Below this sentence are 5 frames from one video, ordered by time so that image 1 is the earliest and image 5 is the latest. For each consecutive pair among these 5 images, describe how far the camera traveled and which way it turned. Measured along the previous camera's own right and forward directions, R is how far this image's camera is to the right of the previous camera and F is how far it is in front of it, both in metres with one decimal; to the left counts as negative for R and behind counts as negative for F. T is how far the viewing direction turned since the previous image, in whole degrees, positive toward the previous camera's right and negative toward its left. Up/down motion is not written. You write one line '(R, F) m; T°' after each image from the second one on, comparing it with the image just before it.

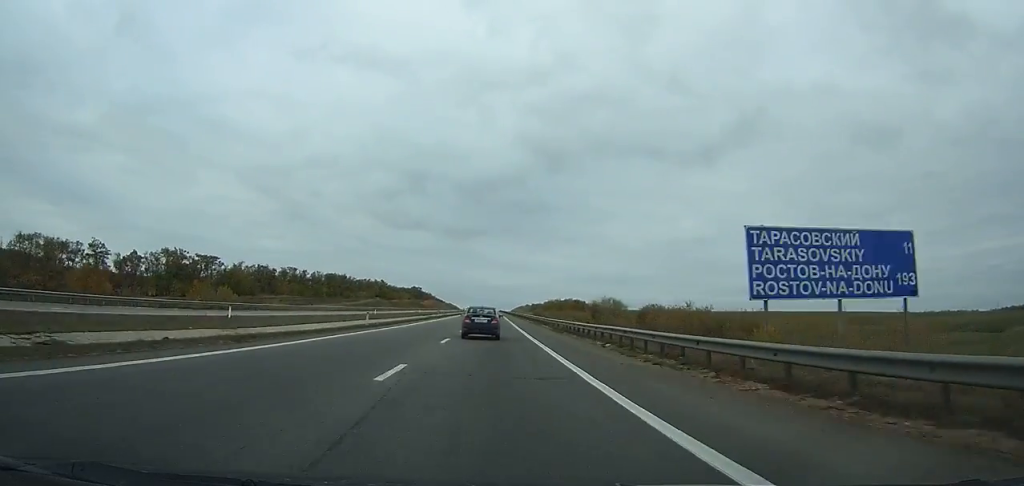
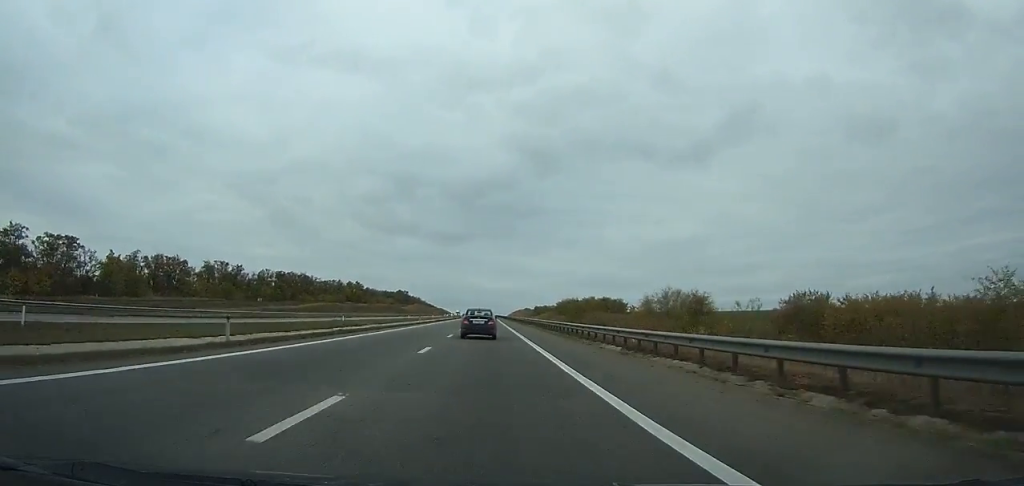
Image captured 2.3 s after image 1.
(+0.1, +63.7) m; 0°
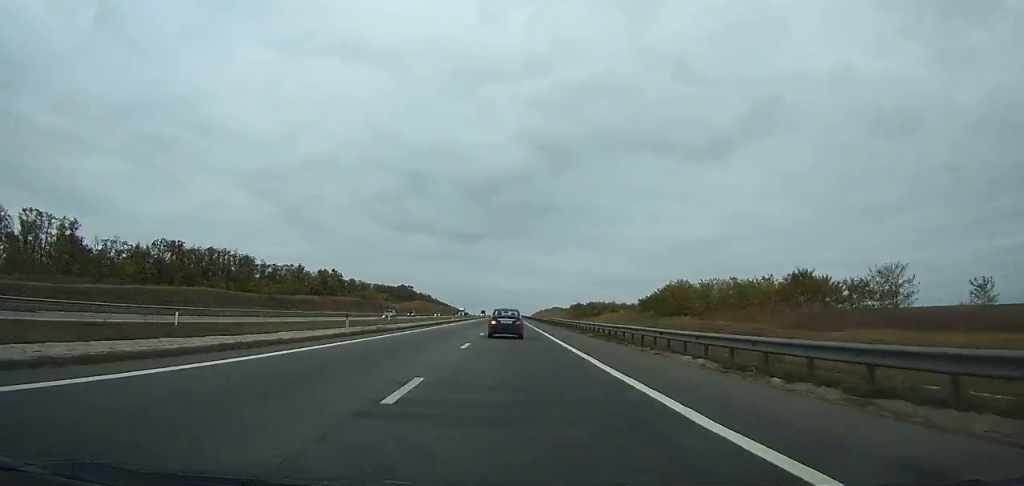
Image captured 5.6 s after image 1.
(-0.5, +92.9) m; -1°
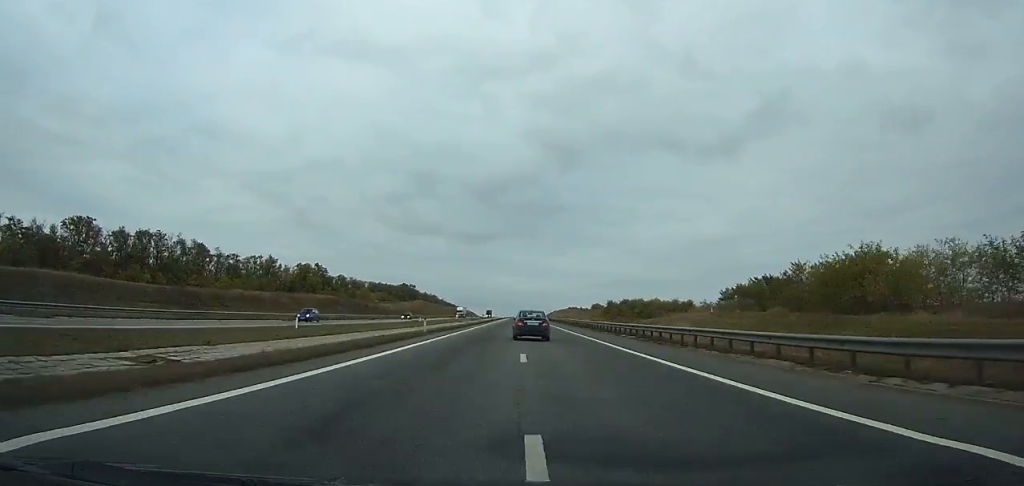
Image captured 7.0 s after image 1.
(-0.4, +39.9) m; 0°
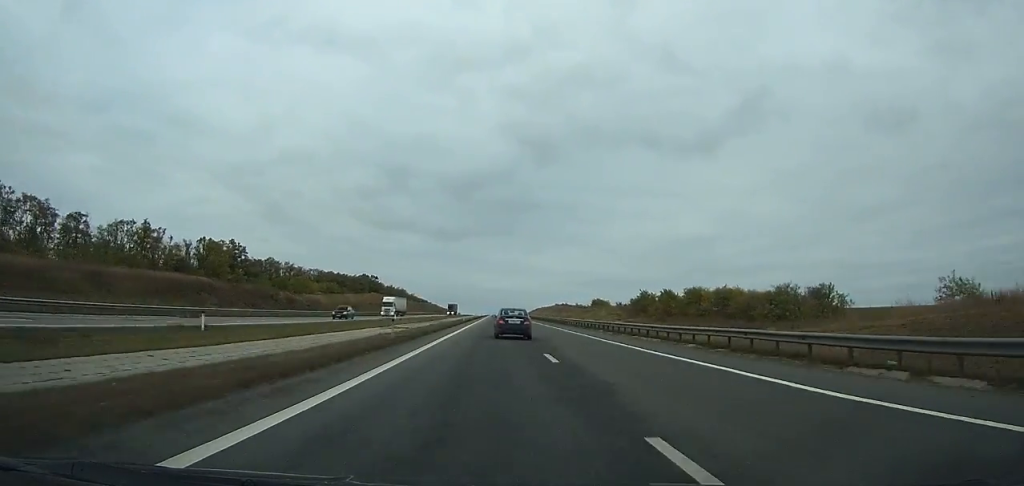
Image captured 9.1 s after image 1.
(+0.1, +60.6) m; 0°
